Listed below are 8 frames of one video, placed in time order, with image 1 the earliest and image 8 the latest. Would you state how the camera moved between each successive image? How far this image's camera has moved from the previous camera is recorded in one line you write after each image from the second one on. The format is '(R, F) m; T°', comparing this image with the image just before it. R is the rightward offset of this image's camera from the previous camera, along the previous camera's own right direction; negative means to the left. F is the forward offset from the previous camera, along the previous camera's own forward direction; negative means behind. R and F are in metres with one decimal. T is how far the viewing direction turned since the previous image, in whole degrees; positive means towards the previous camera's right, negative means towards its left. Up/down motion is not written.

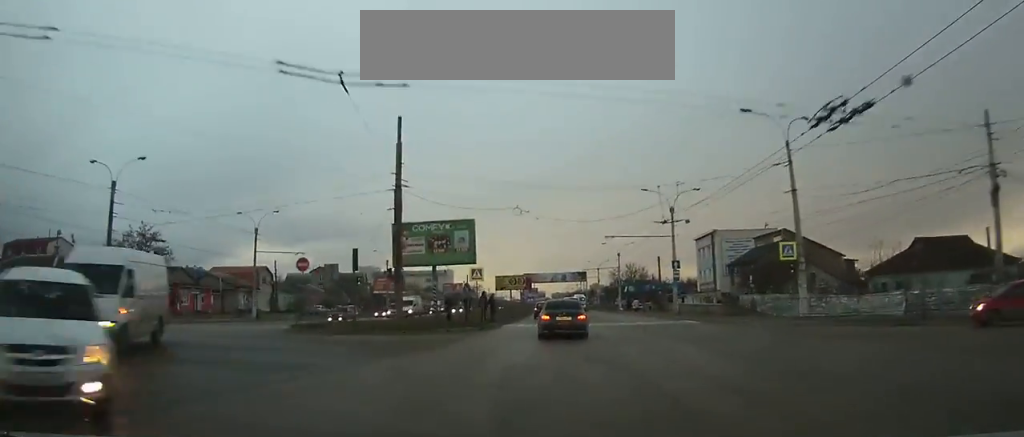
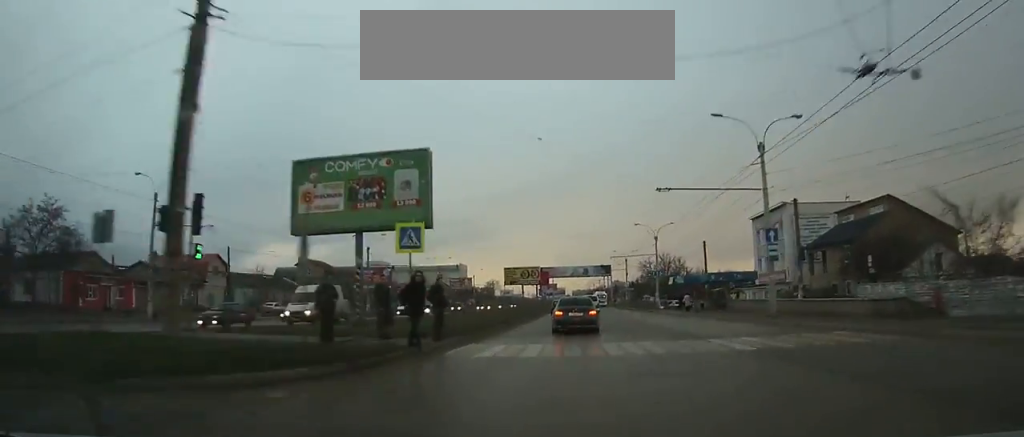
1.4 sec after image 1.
(-0.1, +18.4) m; 0°
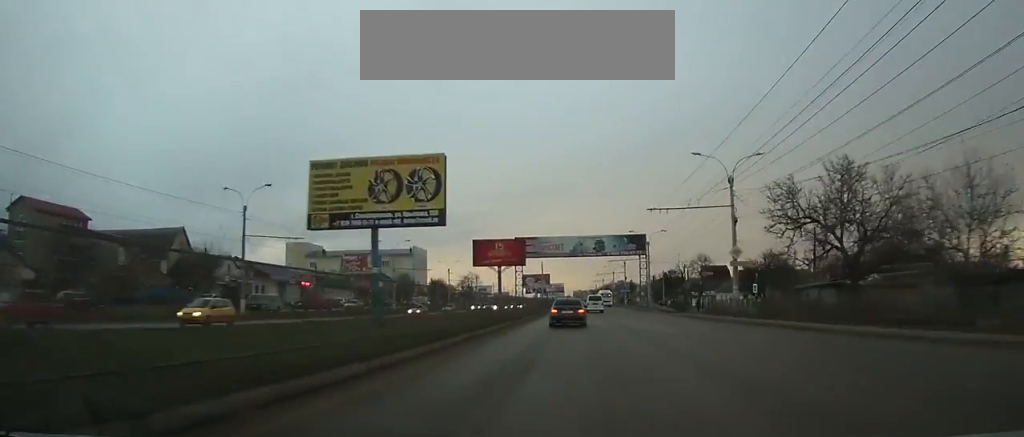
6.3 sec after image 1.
(-0.1, +77.3) m; 0°
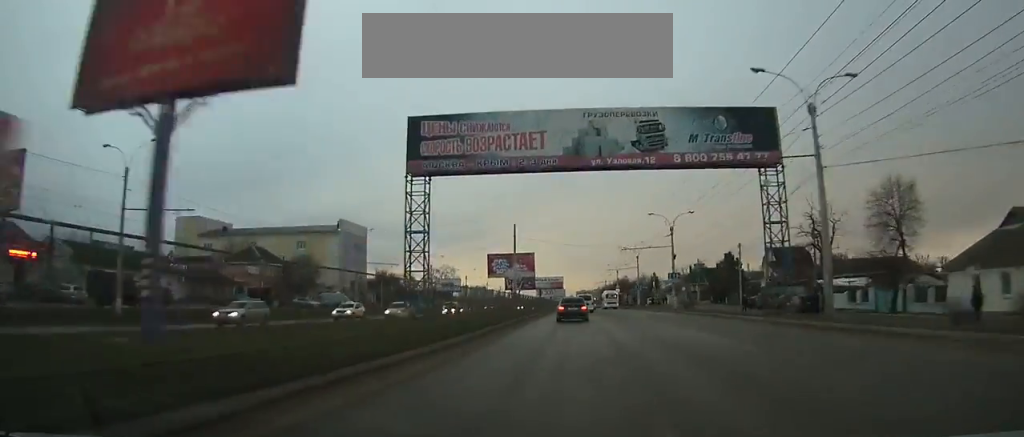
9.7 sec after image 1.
(-0.1, +60.1) m; 0°
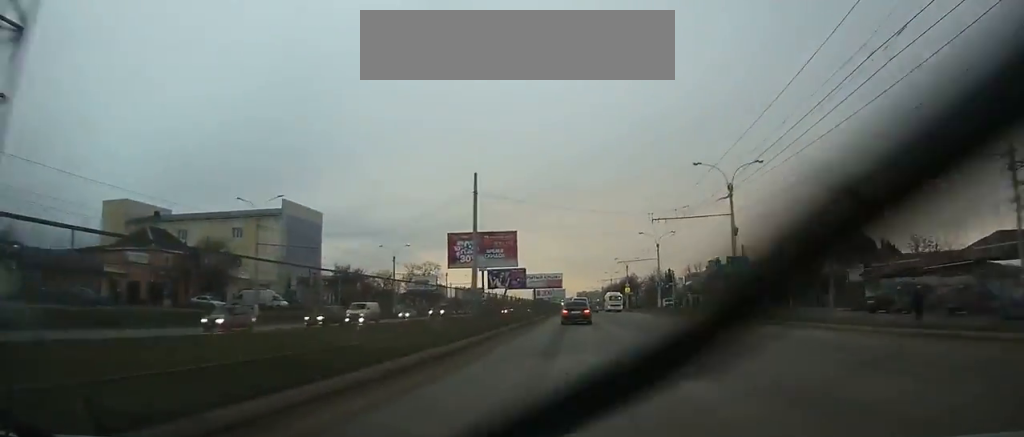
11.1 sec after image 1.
(0.0, +25.7) m; 0°
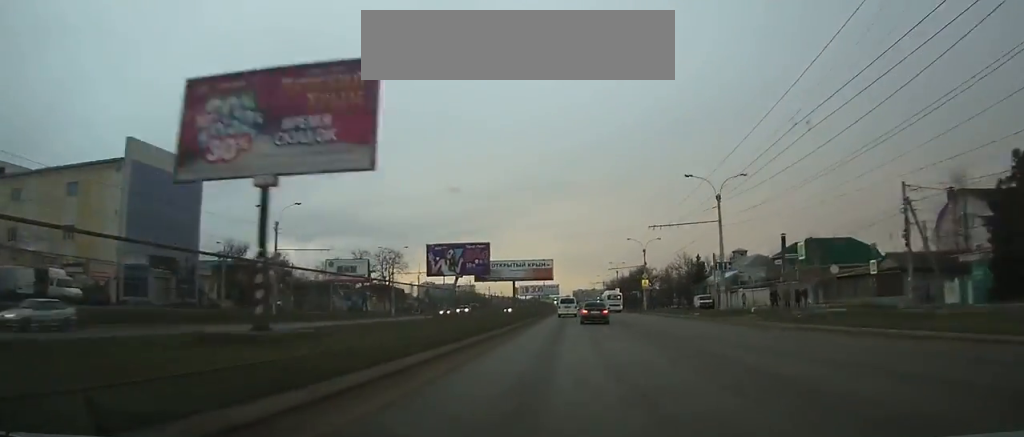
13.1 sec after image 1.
(-0.1, +37.8) m; 0°
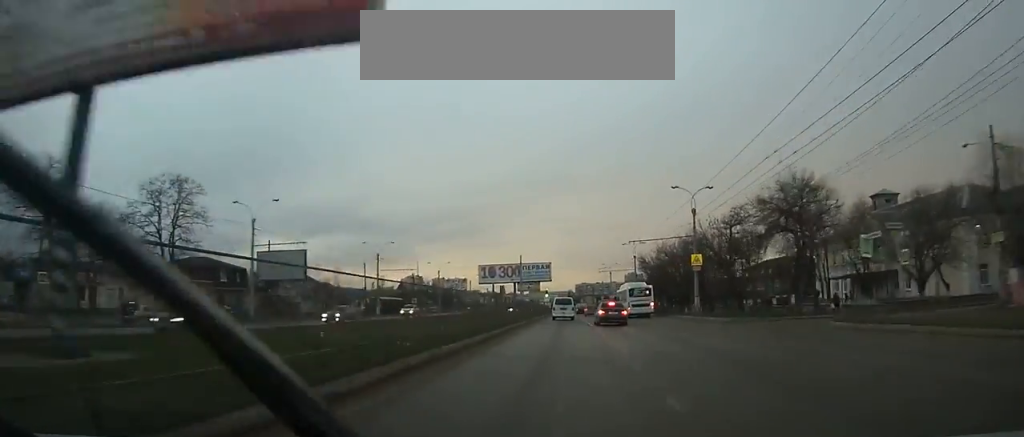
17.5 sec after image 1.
(-0.1, +84.3) m; -1°
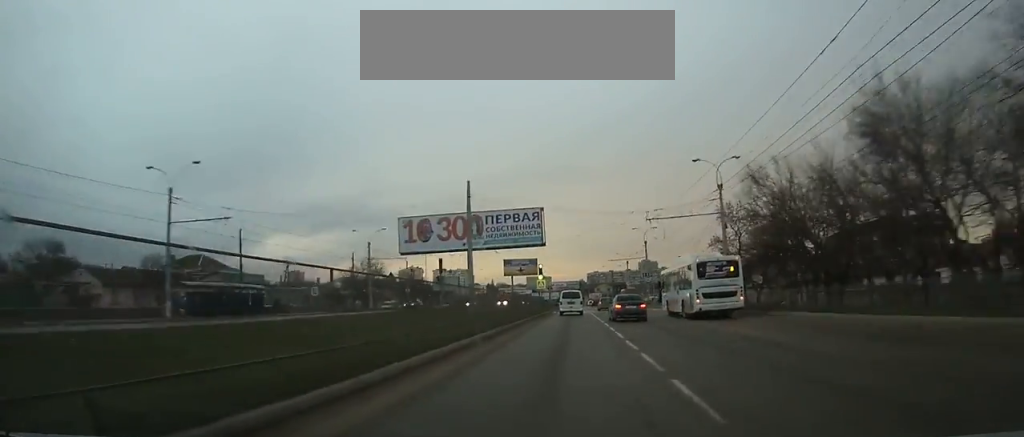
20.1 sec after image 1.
(-0.3, +49.7) m; -1°
